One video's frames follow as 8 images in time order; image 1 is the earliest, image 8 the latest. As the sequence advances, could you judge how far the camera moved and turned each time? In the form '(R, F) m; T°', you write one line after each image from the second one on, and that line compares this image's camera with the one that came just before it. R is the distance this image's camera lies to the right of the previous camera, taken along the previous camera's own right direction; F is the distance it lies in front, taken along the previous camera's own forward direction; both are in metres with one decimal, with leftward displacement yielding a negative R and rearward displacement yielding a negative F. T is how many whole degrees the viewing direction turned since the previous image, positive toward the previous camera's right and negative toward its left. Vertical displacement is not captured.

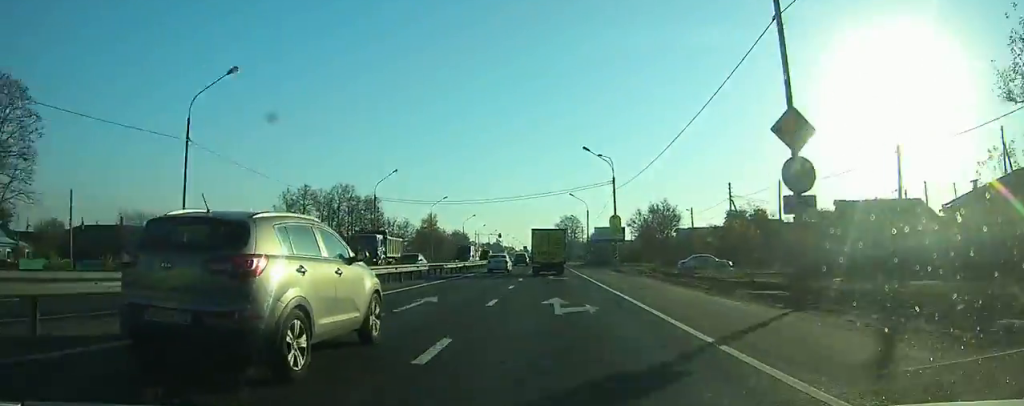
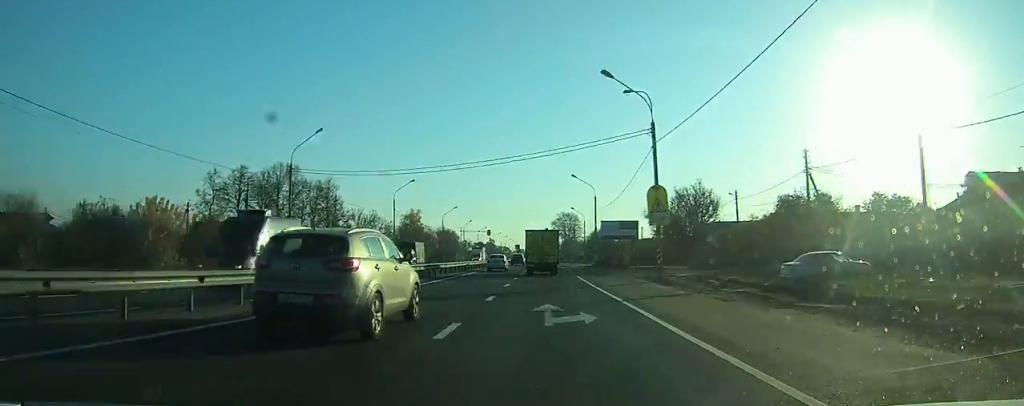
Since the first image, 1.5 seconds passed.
(0.0, +19.2) m; 0°
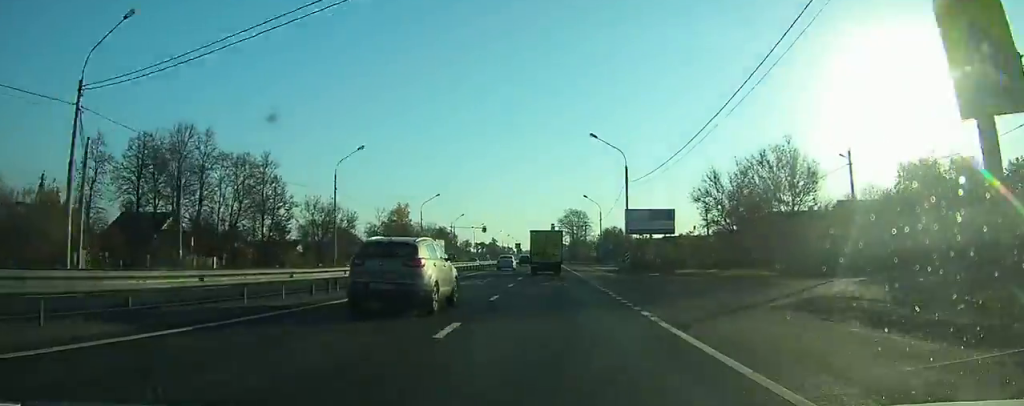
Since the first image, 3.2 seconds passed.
(0.0, +21.7) m; 0°
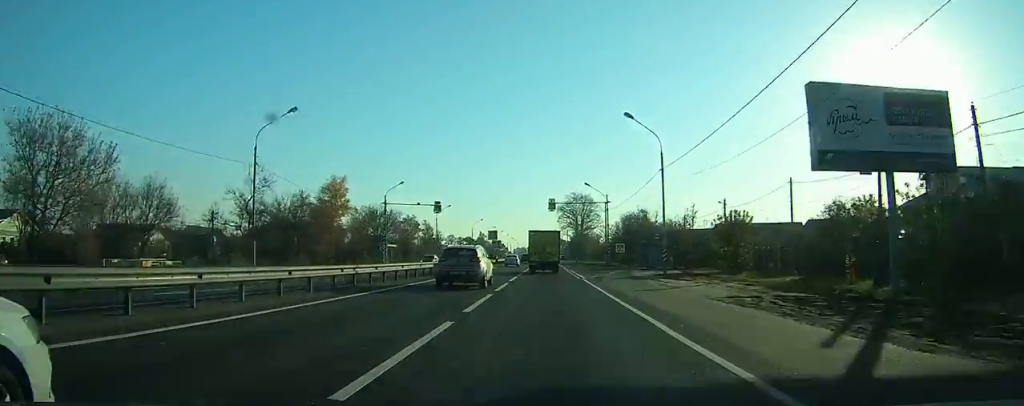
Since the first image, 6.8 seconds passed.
(-0.1, +50.1) m; 0°
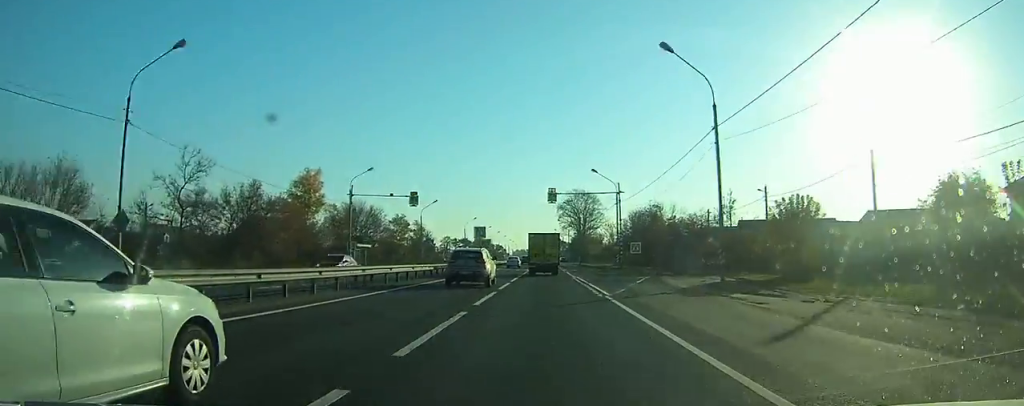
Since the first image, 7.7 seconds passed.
(0.0, +13.4) m; 0°
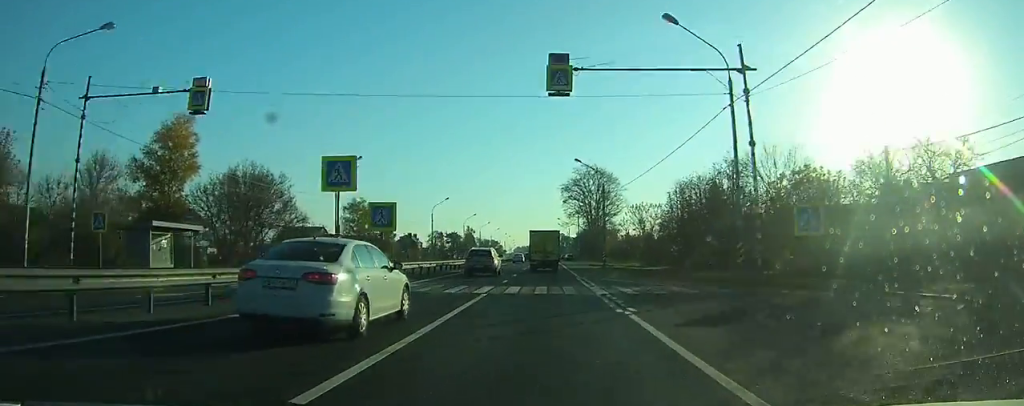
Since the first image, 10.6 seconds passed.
(+0.4, +41.3) m; 0°
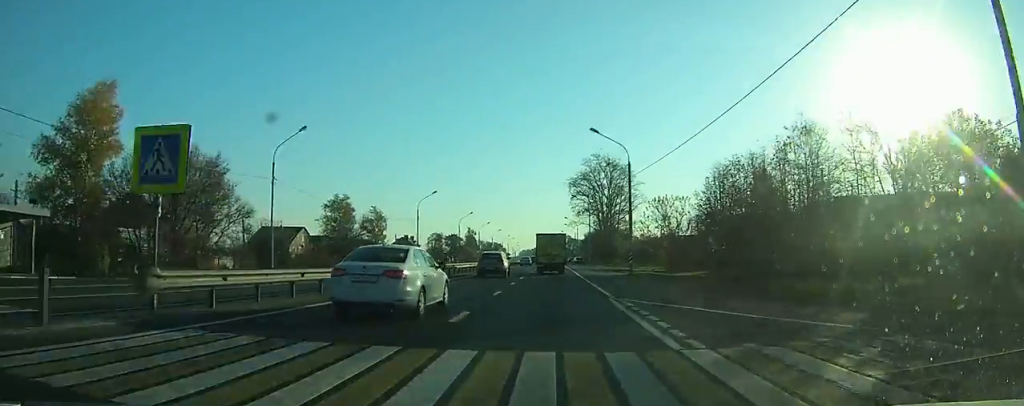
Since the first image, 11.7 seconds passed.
(-0.1, +15.4) m; 0°
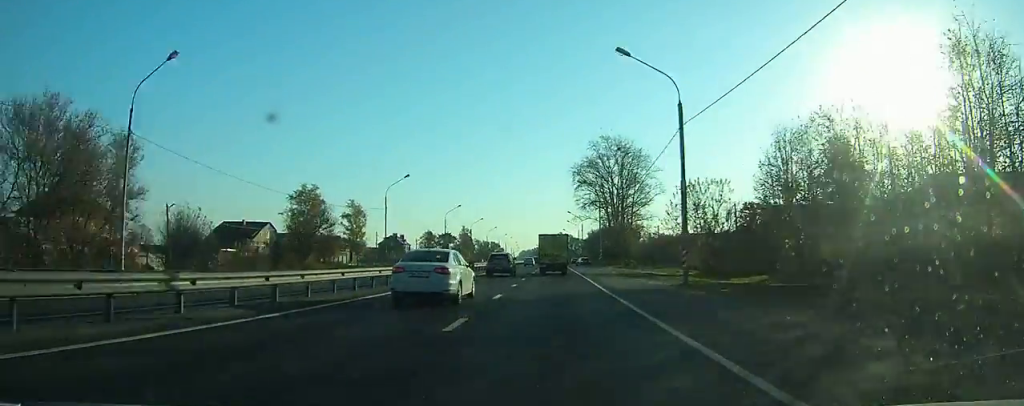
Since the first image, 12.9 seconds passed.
(-0.1, +17.2) m; 0°
